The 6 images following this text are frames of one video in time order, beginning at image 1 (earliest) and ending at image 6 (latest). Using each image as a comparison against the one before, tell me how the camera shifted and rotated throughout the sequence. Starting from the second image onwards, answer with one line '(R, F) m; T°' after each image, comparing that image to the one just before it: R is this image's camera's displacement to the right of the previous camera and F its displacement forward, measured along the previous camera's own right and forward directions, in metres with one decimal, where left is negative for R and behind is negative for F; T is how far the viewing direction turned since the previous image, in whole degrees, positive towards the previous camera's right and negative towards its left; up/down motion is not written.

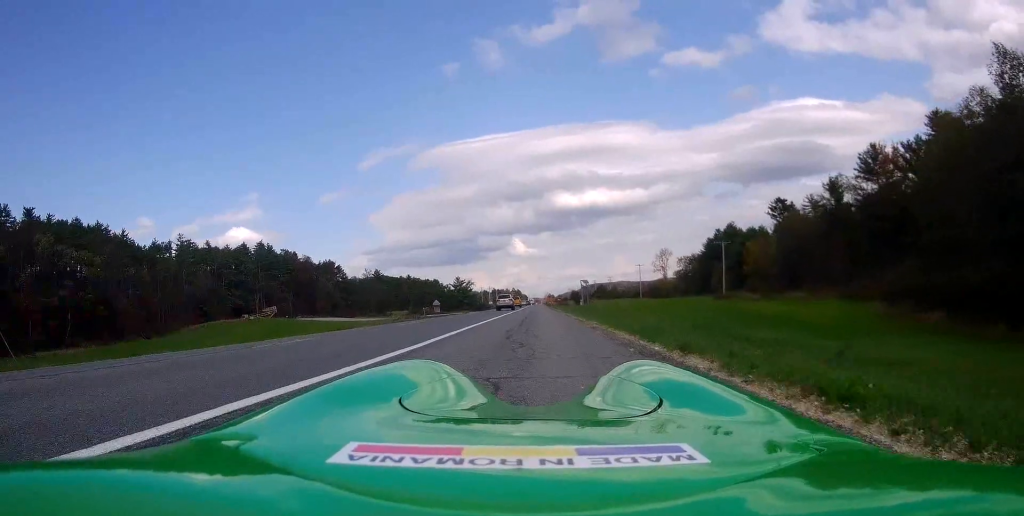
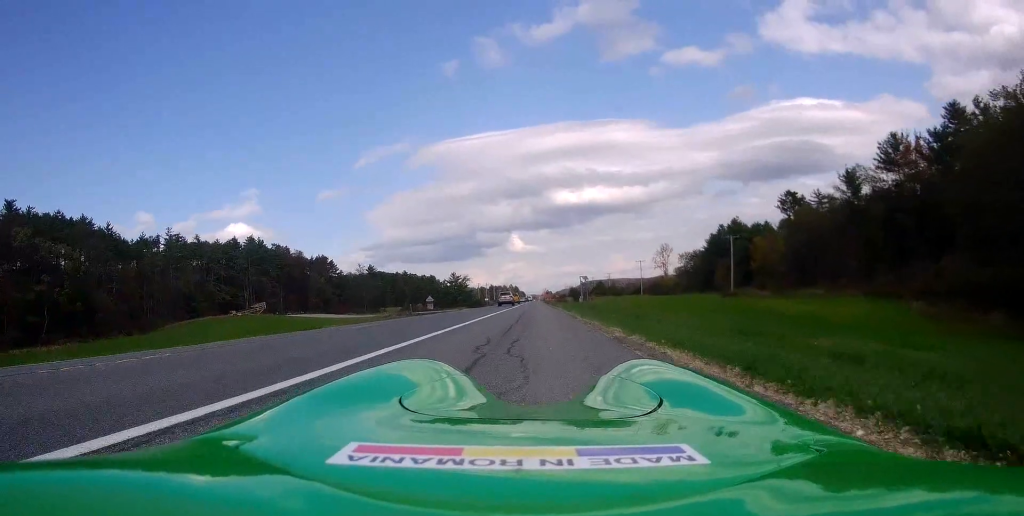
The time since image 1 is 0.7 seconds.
(0.0, +6.2) m; 0°
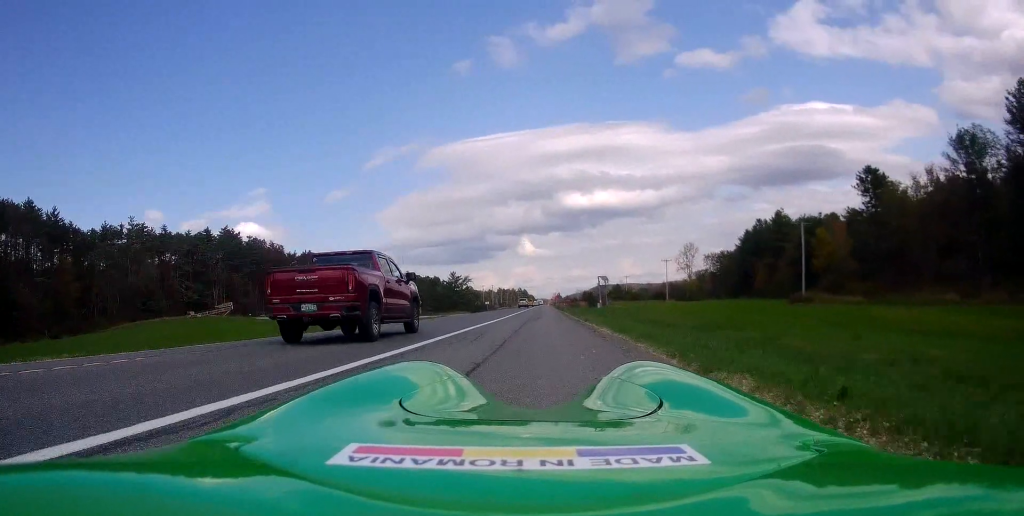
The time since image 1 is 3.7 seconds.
(+0.9, +25.6) m; +3°
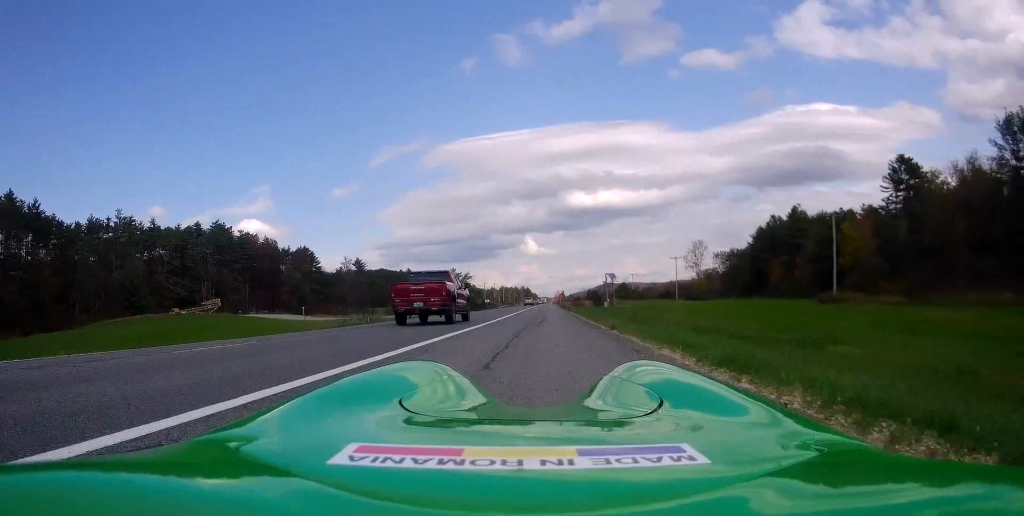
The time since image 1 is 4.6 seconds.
(-0.2, +7.9) m; -2°
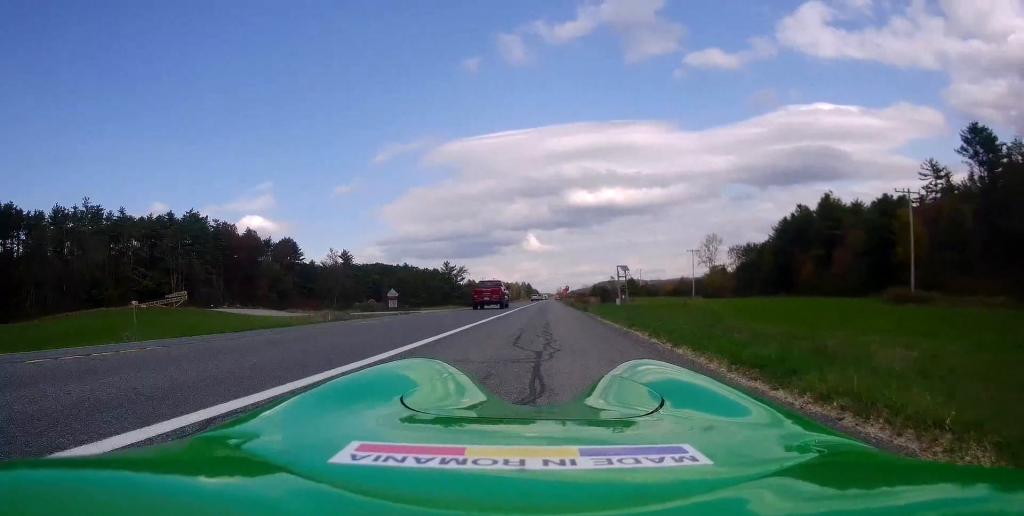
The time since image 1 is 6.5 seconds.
(+0.4, +15.7) m; +1°
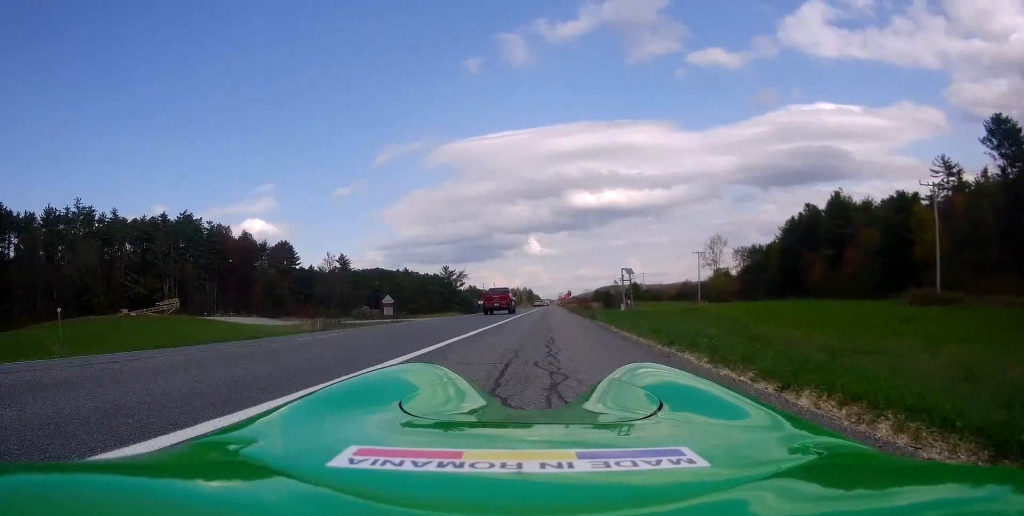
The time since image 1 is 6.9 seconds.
(-0.2, +3.9) m; -1°
